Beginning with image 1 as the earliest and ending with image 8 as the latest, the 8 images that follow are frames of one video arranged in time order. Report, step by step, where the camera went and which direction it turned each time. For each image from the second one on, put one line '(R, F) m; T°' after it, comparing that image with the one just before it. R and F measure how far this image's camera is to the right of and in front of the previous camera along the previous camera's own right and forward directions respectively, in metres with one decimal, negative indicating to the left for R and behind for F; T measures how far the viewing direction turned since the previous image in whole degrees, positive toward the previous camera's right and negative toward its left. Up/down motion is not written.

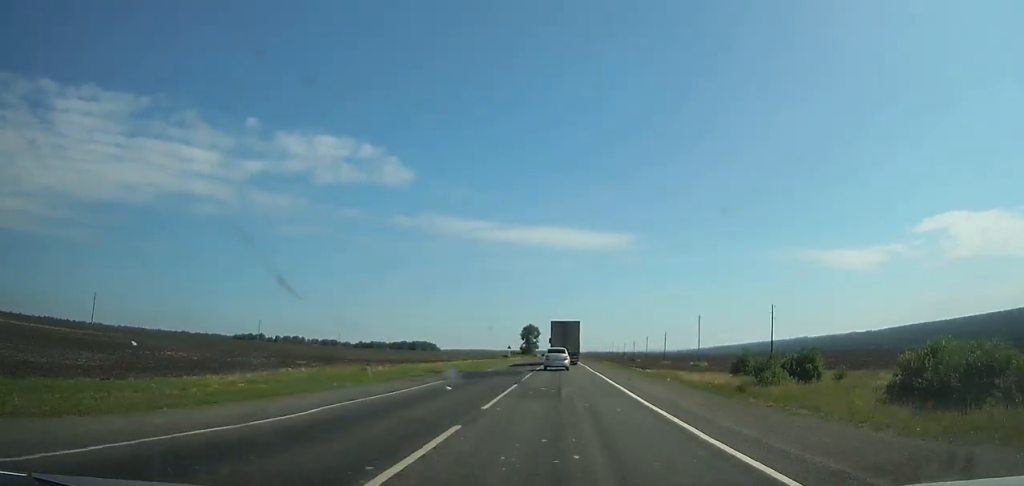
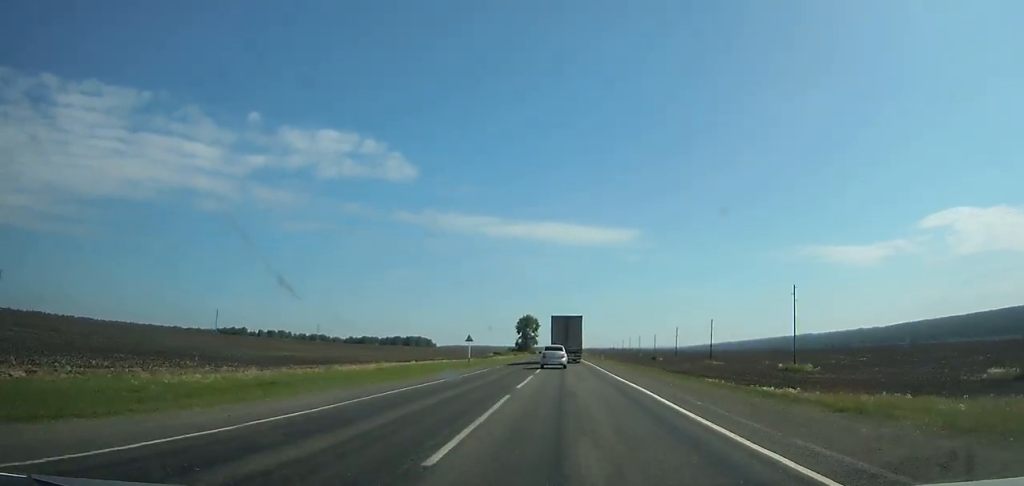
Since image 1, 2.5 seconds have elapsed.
(-0.1, +54.1) m; 0°
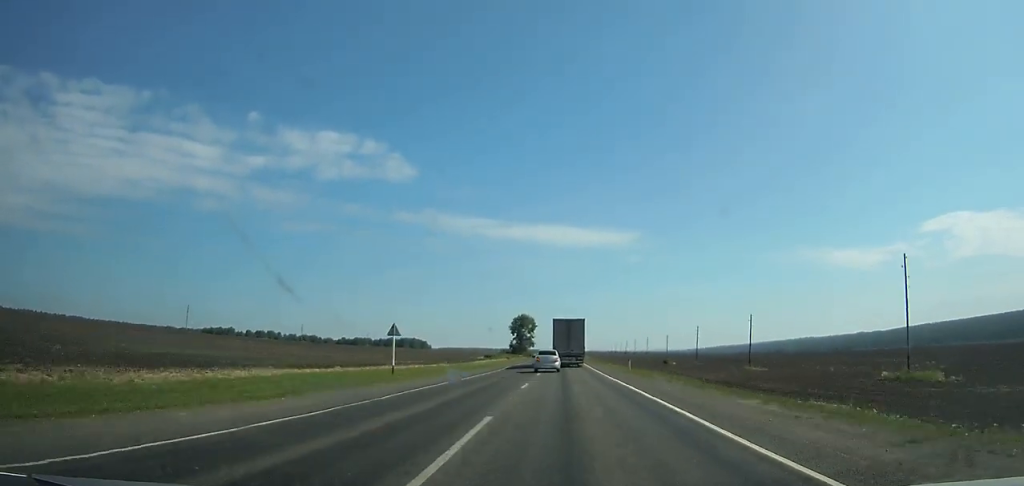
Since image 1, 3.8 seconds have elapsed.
(-0.1, +28.2) m; 0°
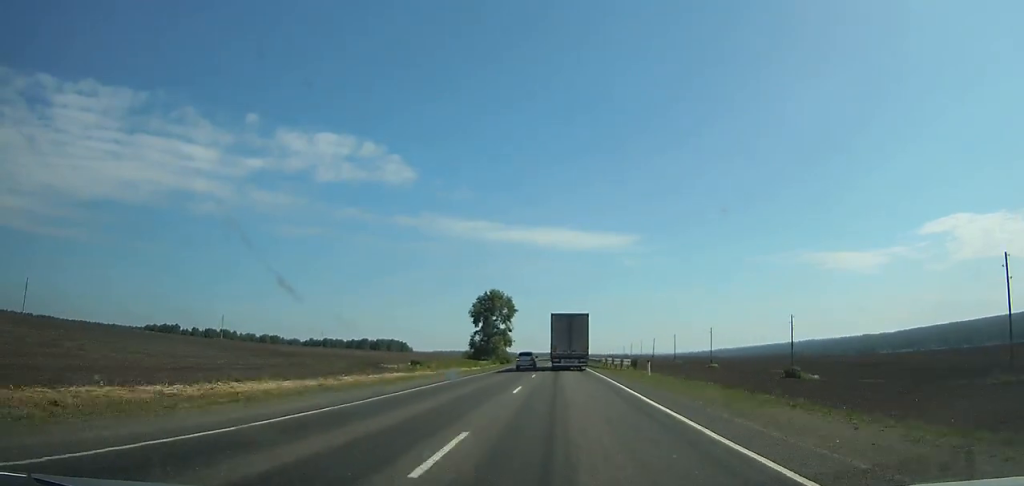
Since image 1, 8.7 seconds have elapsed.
(+0.3, +111.0) m; 0°
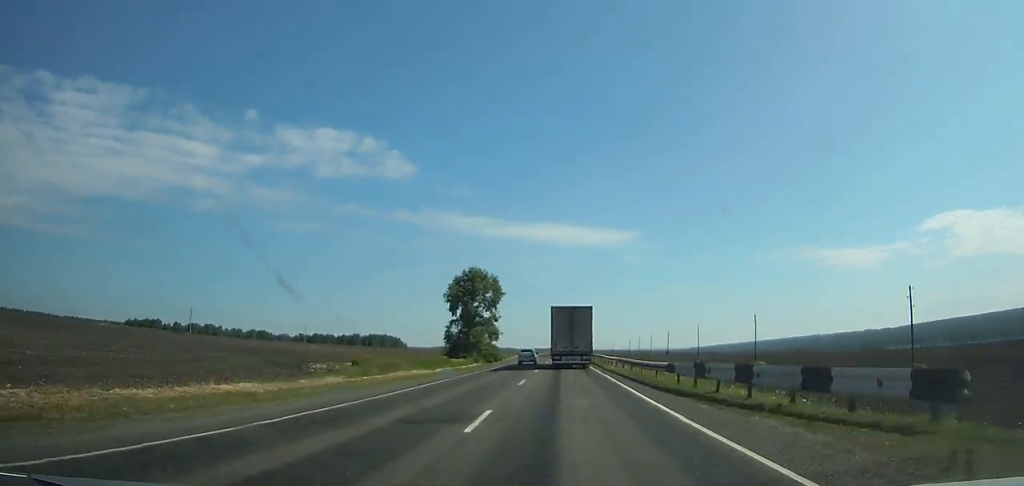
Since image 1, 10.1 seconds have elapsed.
(0.0, +32.8) m; 0°
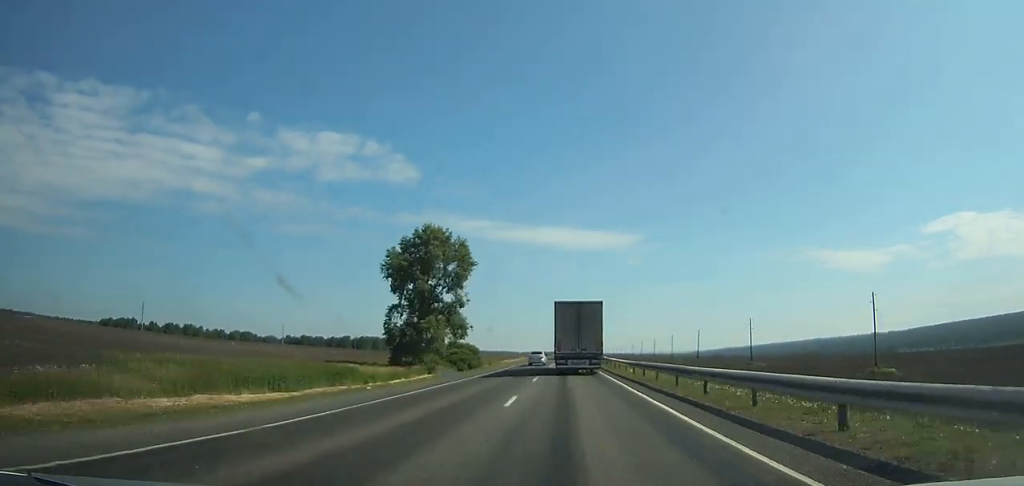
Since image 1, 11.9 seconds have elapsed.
(-0.1, +43.6) m; 0°
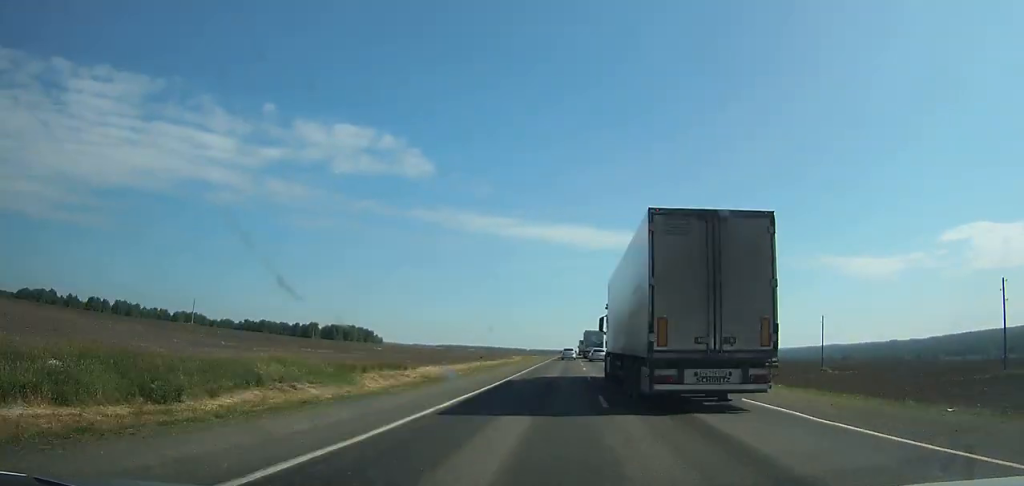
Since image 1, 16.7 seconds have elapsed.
(-1.0, +121.3) m; -1°
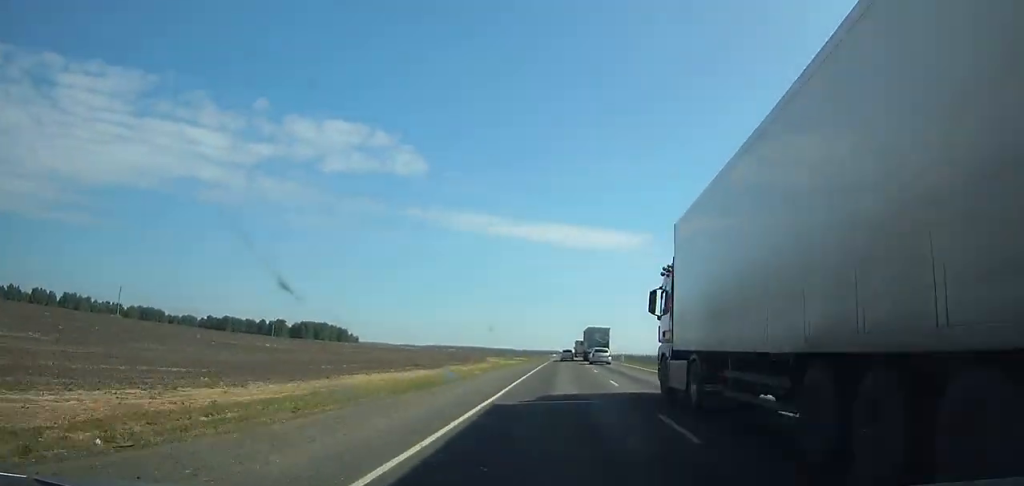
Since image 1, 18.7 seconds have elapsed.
(-0.4, +52.5) m; 0°
